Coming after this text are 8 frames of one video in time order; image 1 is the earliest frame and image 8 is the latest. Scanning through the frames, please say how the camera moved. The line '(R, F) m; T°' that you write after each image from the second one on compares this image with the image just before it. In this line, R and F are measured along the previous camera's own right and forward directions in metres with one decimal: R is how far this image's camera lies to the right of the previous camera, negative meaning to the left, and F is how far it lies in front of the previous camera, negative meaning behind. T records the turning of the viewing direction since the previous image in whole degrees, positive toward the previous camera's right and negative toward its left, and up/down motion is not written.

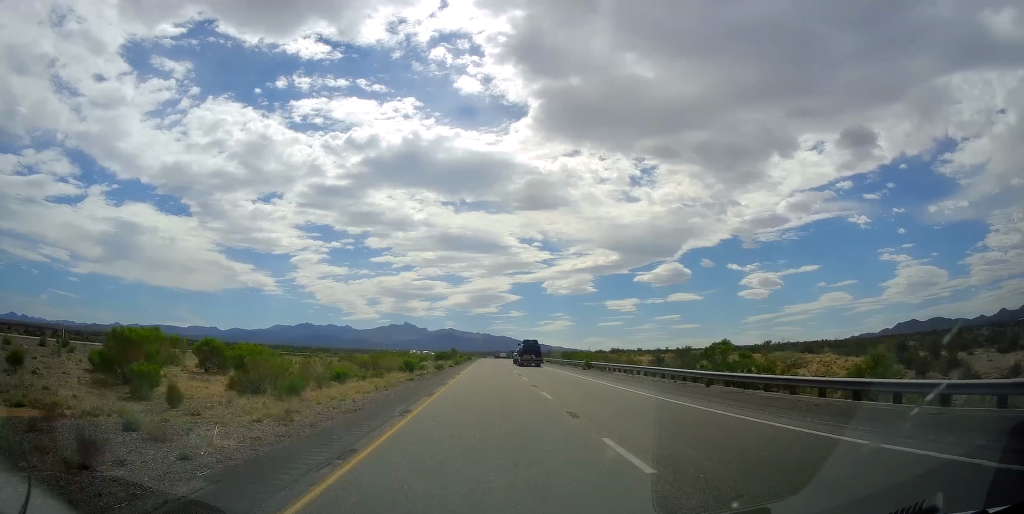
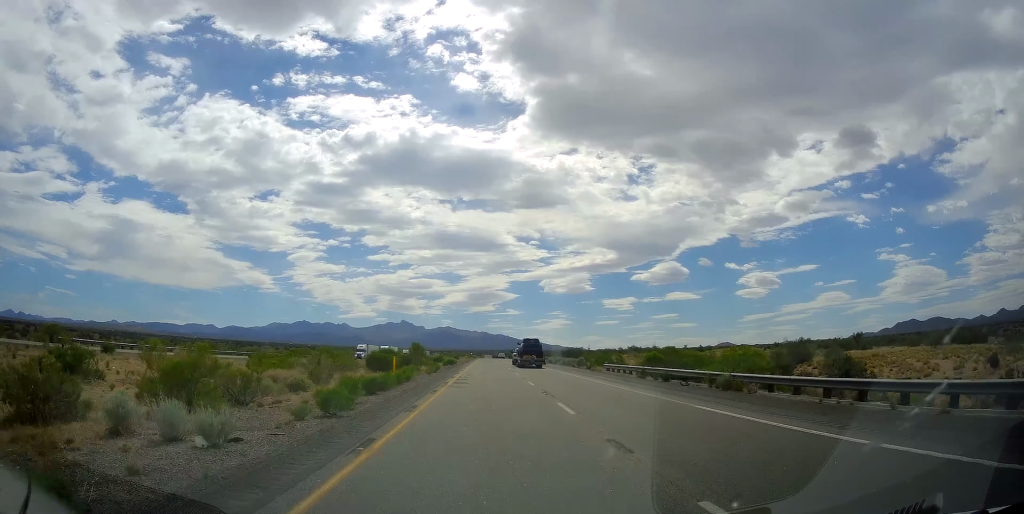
(-0.7, +53.6) m; -1°
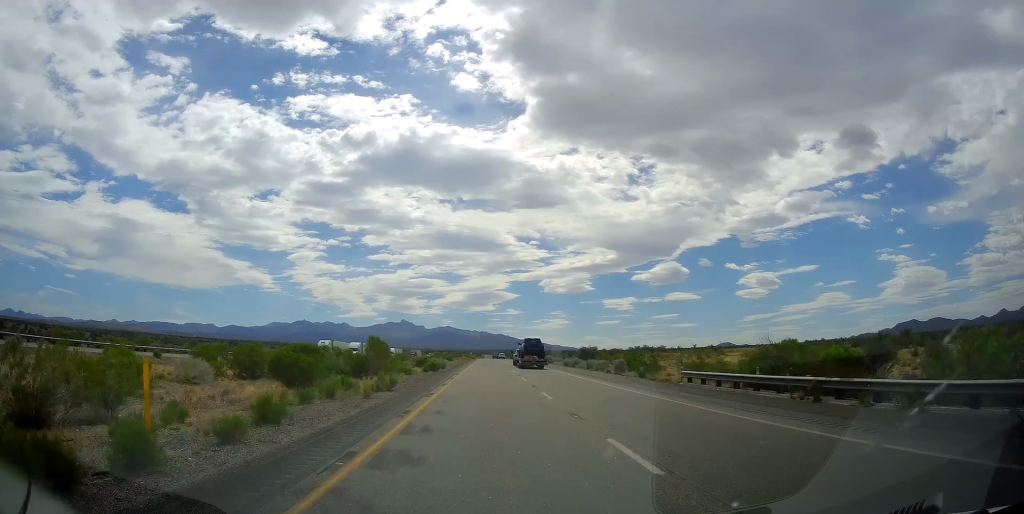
(+0.2, +19.7) m; 0°
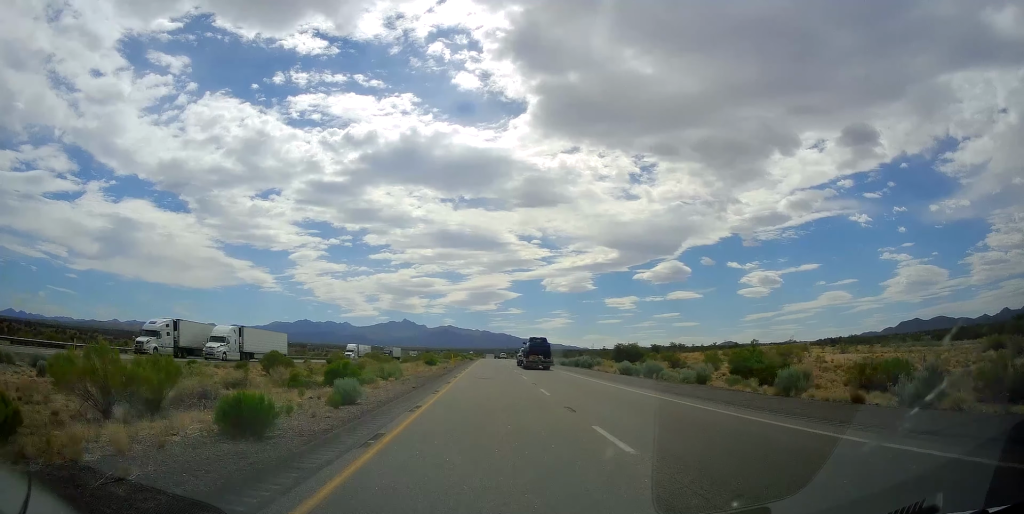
(+0.2, +34.8) m; 0°
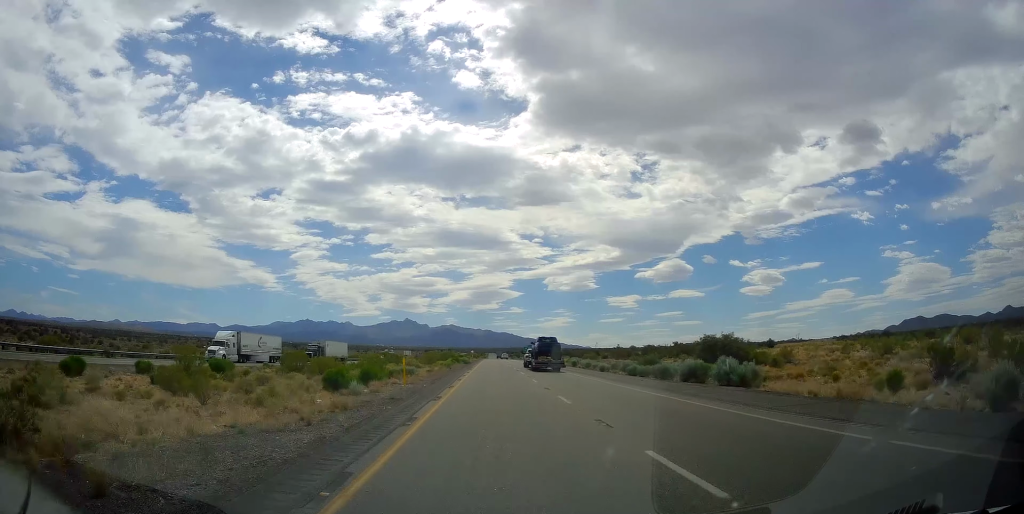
(+0.1, +39.5) m; 0°
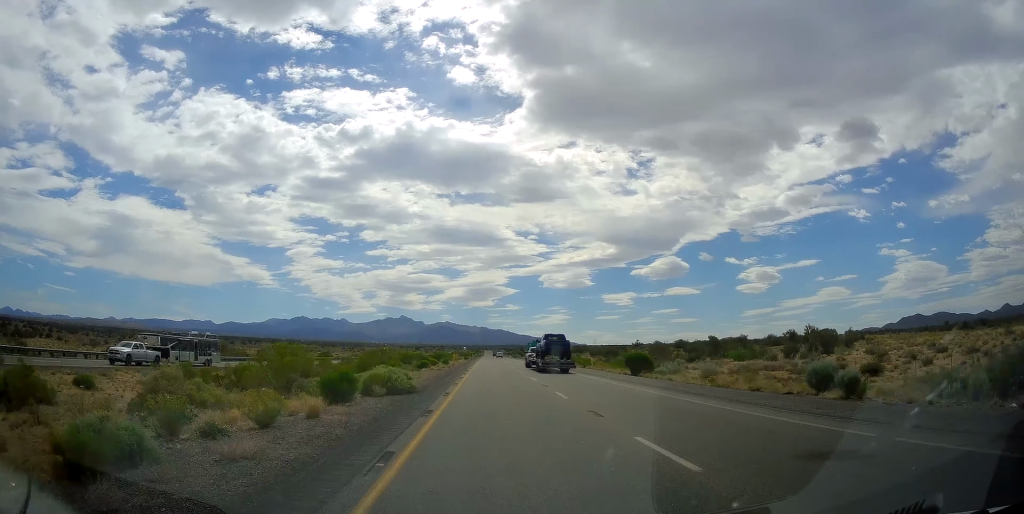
(-0.5, +59.1) m; -1°
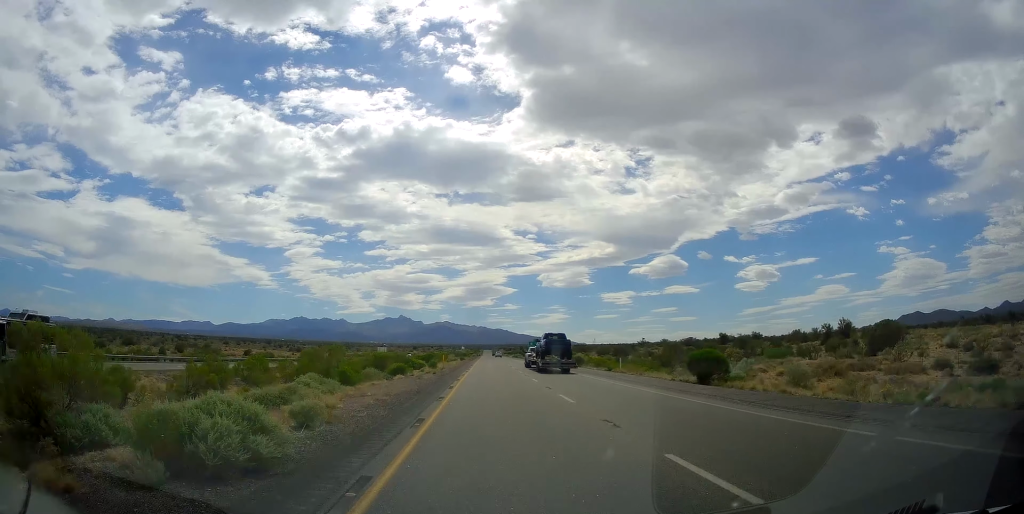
(-0.3, +13.9) m; 0°
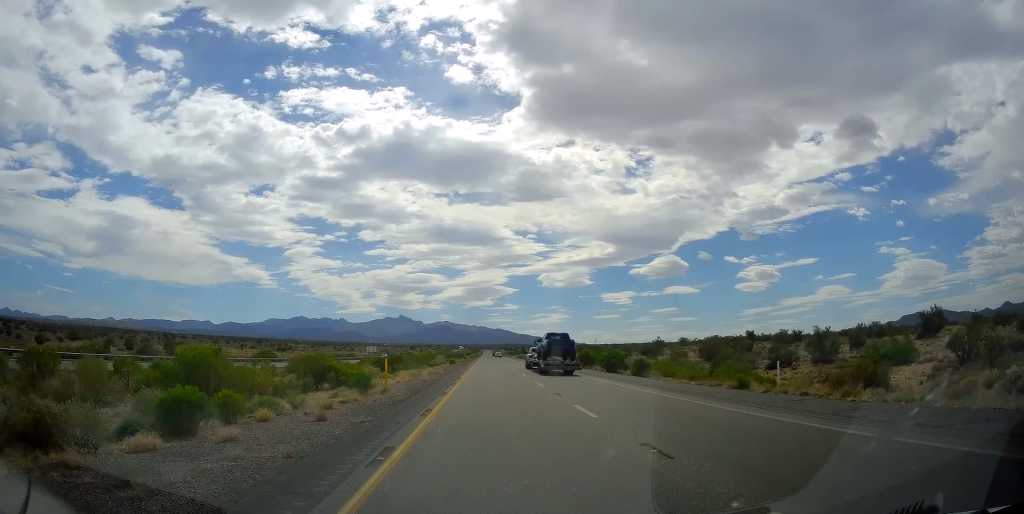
(+0.6, +27.9) m; 0°
